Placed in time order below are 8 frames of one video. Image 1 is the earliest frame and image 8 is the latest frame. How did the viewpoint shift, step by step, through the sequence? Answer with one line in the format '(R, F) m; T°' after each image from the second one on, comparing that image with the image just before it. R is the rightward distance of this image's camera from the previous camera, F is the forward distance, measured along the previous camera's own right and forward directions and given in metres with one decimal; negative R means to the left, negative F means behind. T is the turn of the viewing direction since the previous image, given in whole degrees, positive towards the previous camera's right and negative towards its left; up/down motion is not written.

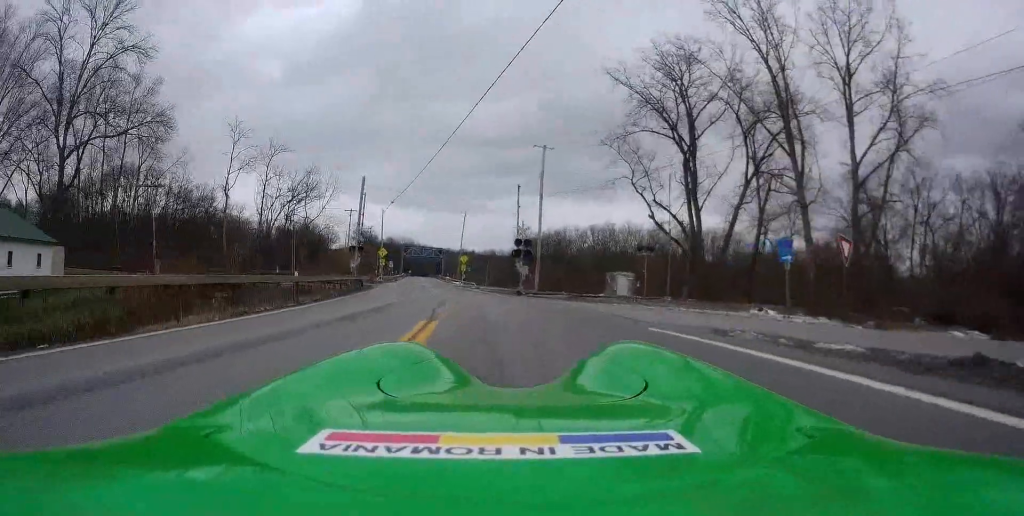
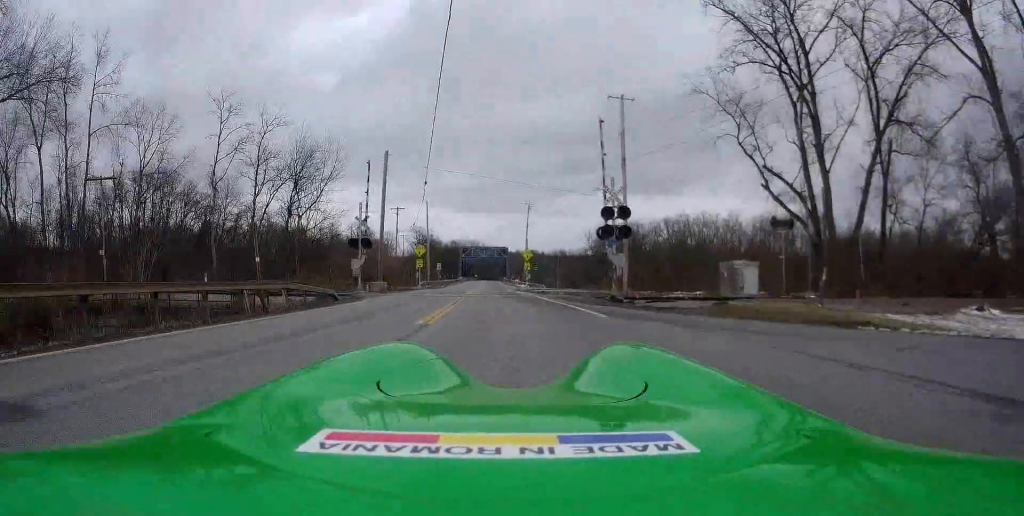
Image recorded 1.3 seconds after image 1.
(-0.7, +17.5) m; -3°
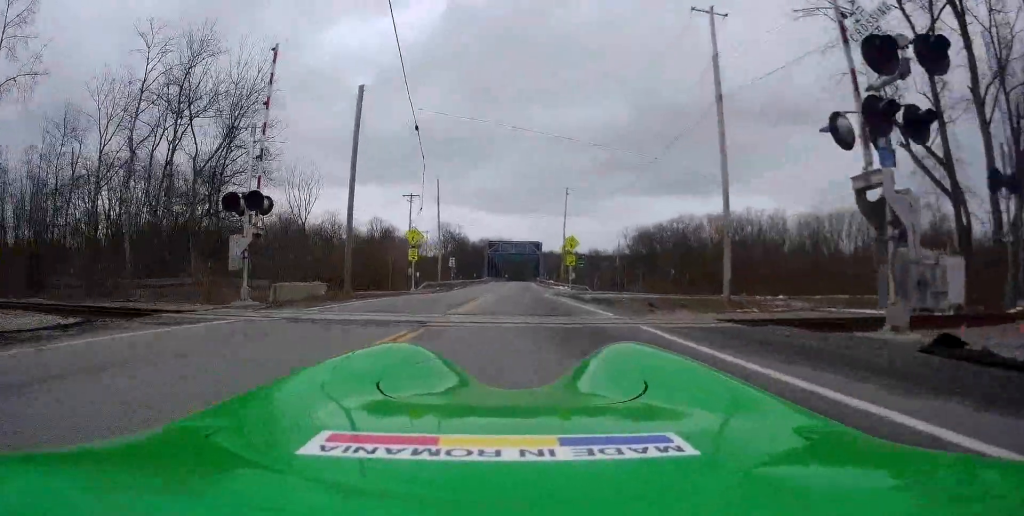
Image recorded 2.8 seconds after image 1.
(-0.6, +19.0) m; -3°
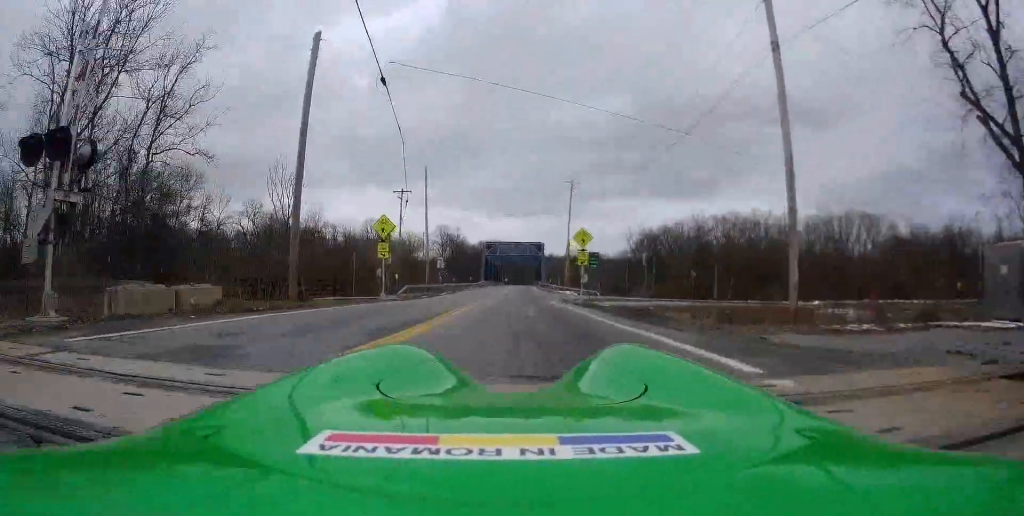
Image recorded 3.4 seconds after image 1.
(0.0, +8.4) m; -1°
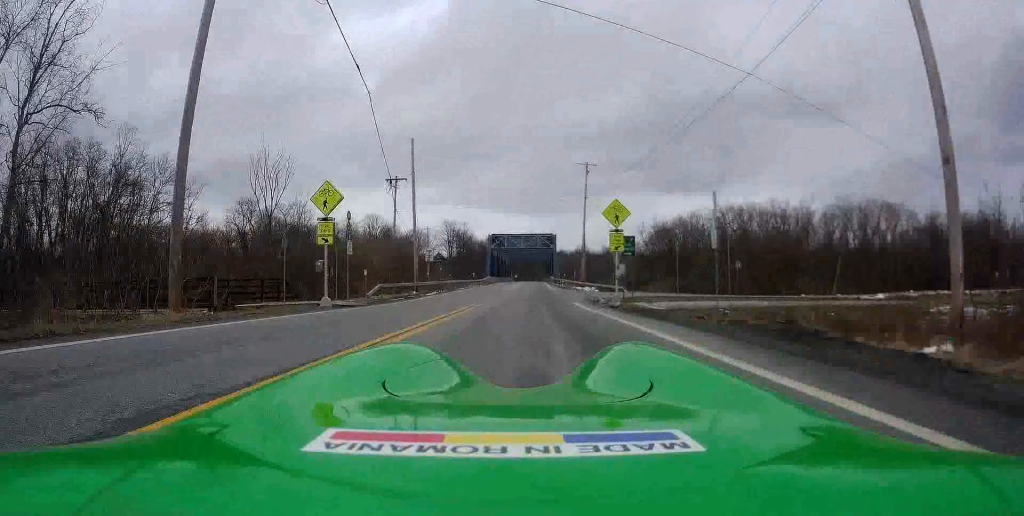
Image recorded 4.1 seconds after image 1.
(0.0, +10.1) m; -1°
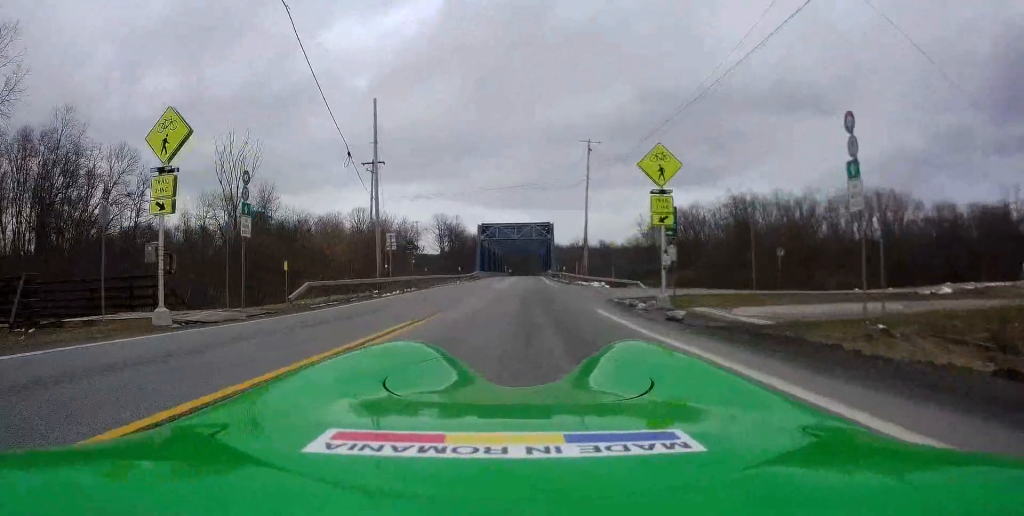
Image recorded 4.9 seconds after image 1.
(0.0, +10.0) m; -1°
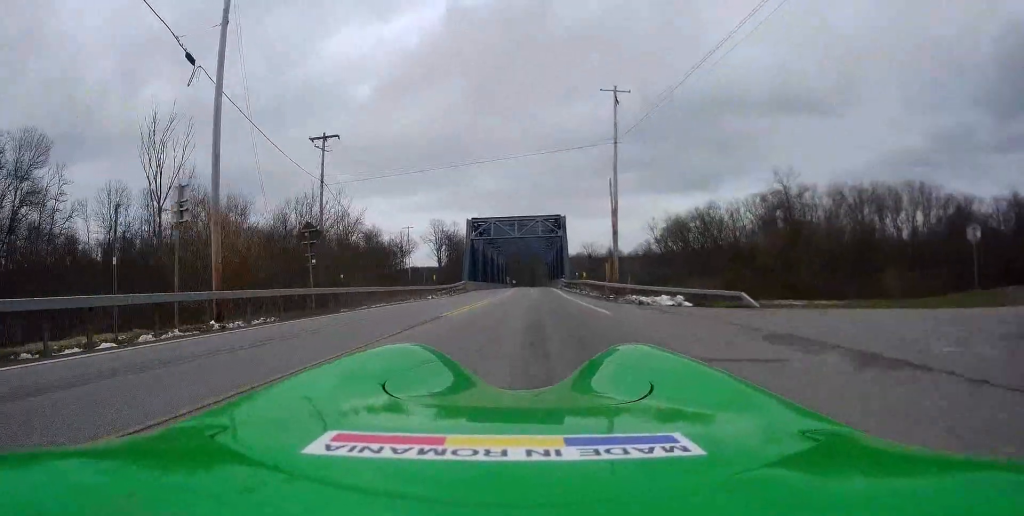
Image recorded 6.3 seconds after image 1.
(+0.1, +19.3) m; +2°
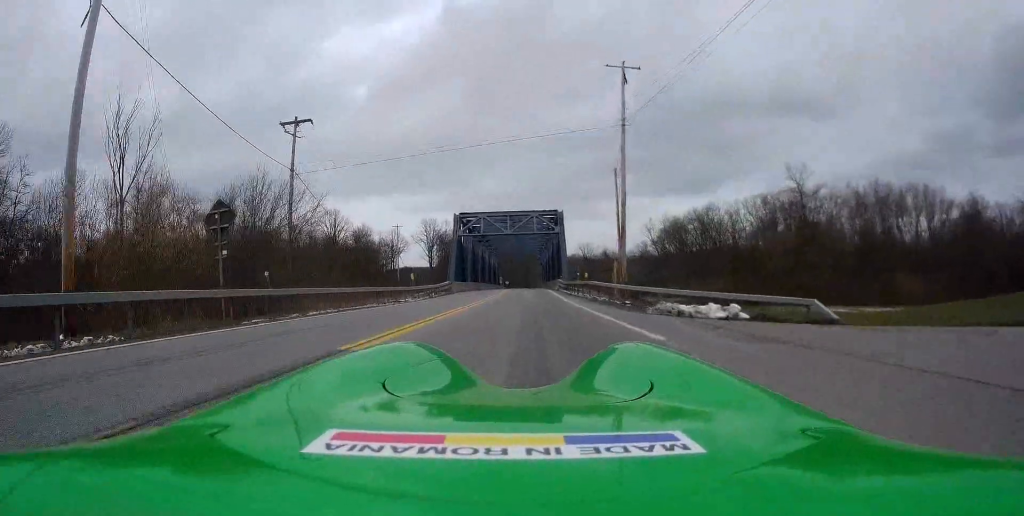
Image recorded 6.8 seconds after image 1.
(0.0, +6.0) m; +1°
